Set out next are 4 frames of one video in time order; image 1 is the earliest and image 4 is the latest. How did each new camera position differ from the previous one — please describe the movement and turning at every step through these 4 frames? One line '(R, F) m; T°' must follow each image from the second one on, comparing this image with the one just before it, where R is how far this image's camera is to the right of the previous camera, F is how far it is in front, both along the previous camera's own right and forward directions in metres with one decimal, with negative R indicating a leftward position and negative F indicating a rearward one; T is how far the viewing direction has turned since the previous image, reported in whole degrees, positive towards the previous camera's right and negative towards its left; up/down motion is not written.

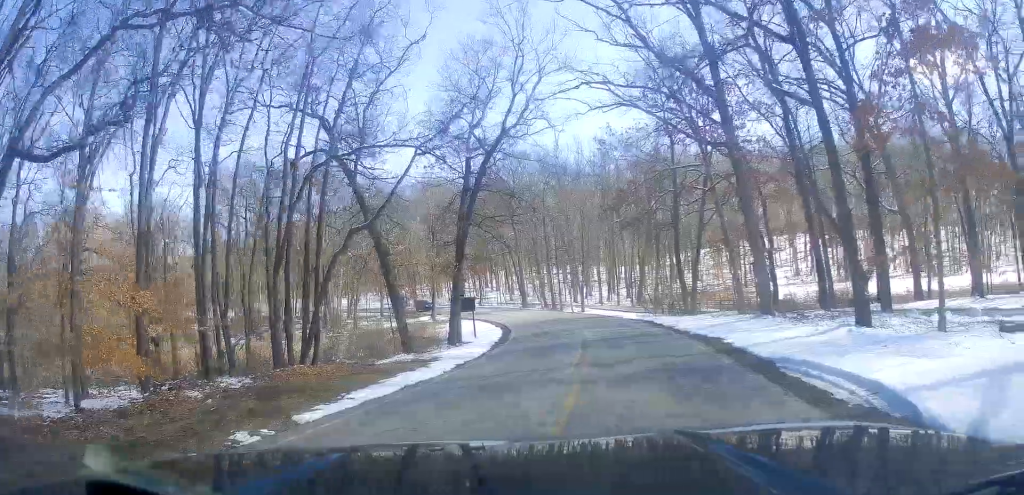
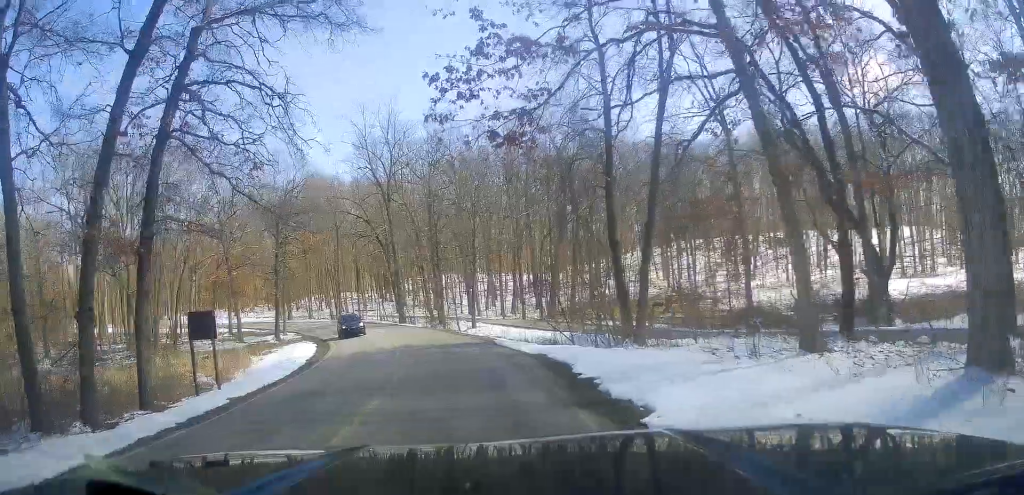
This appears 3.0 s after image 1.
(+4.4, +16.2) m; +15°
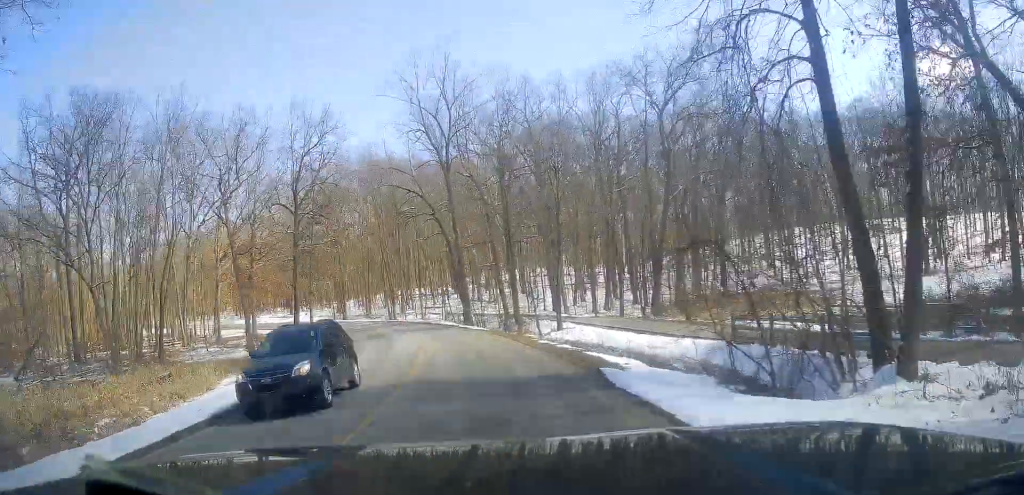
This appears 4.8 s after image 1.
(-1.1, +13.0) m; -10°
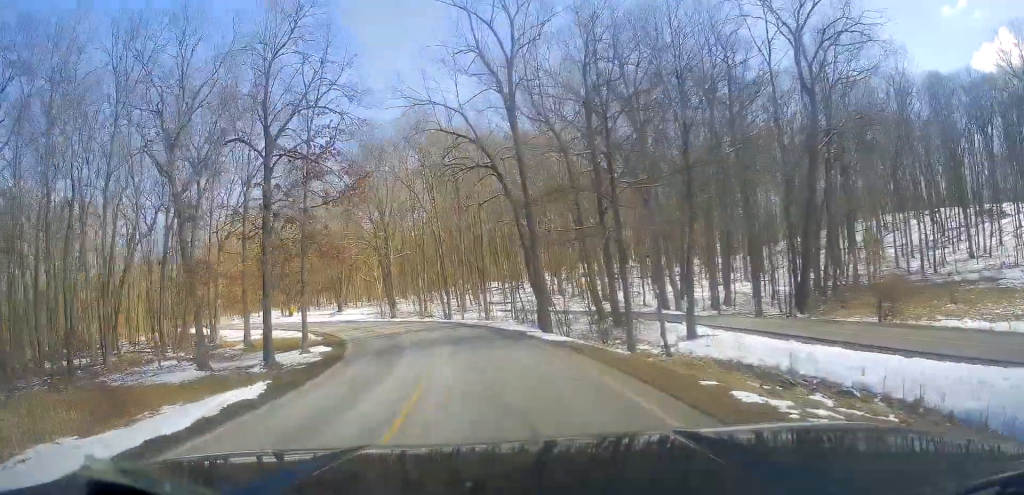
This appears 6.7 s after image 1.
(-1.4, +15.4) m; -9°
